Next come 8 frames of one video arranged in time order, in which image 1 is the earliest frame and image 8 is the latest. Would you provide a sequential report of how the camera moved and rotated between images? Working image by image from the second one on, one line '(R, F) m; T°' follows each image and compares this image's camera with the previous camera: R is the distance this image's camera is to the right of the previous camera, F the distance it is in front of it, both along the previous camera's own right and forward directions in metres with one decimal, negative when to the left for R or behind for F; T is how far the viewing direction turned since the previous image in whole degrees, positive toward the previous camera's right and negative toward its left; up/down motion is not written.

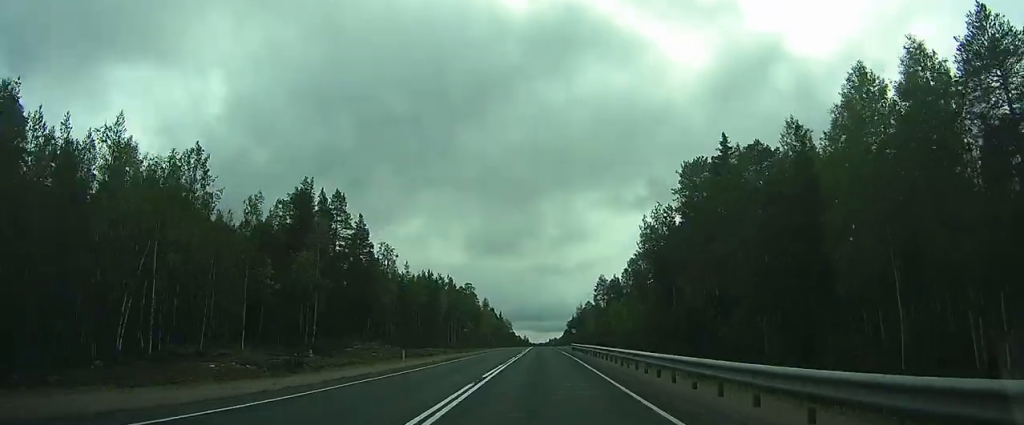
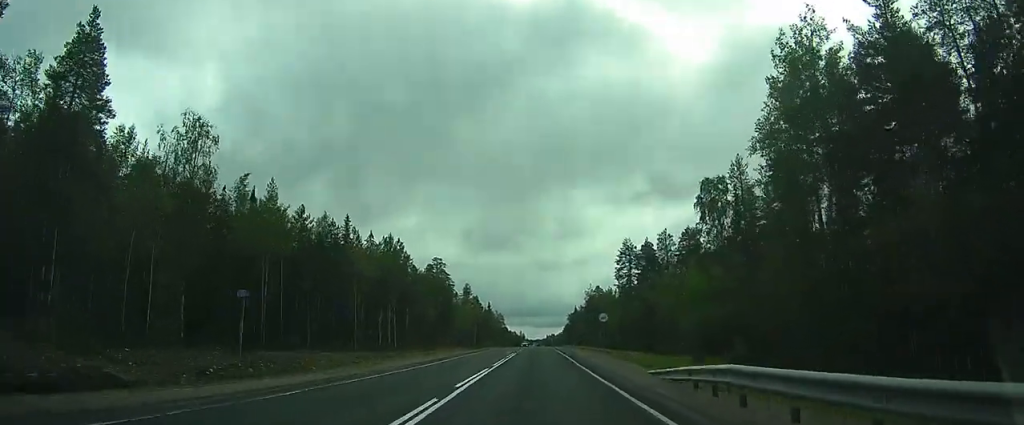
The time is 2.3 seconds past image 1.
(+0.3, +51.4) m; +1°
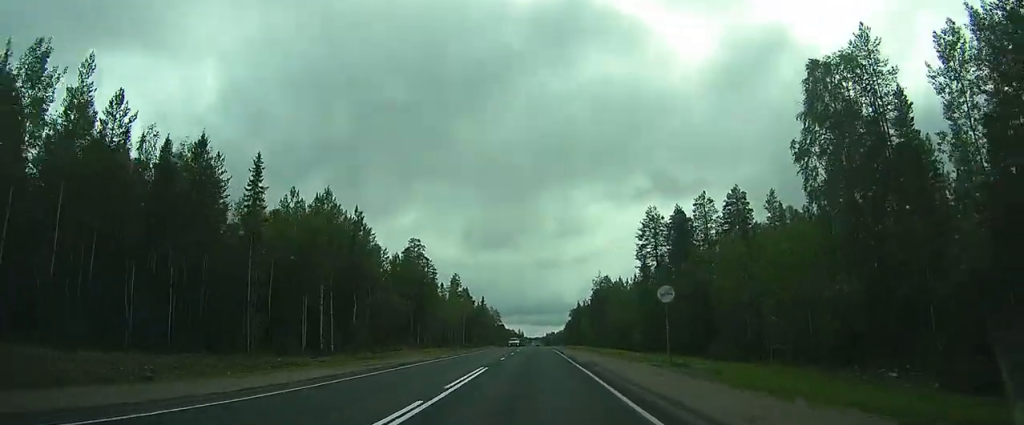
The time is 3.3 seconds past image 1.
(0.0, +24.1) m; 0°
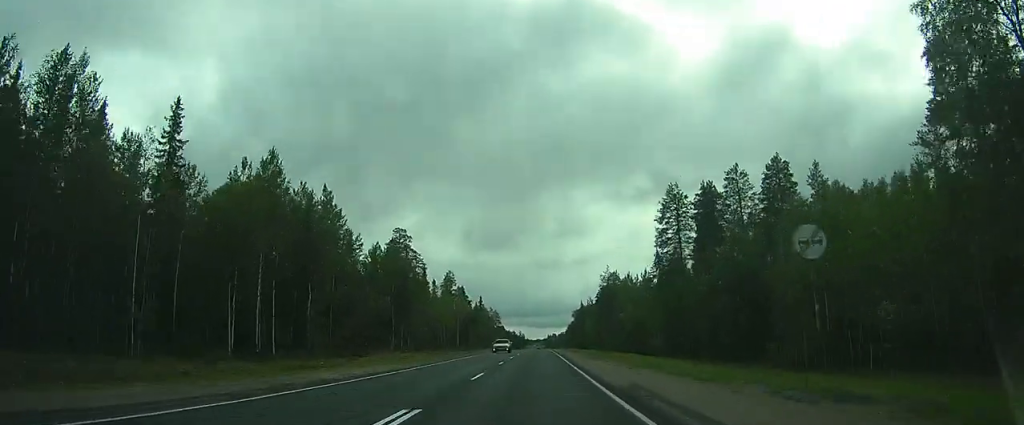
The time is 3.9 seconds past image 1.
(+0.1, +12.8) m; 0°
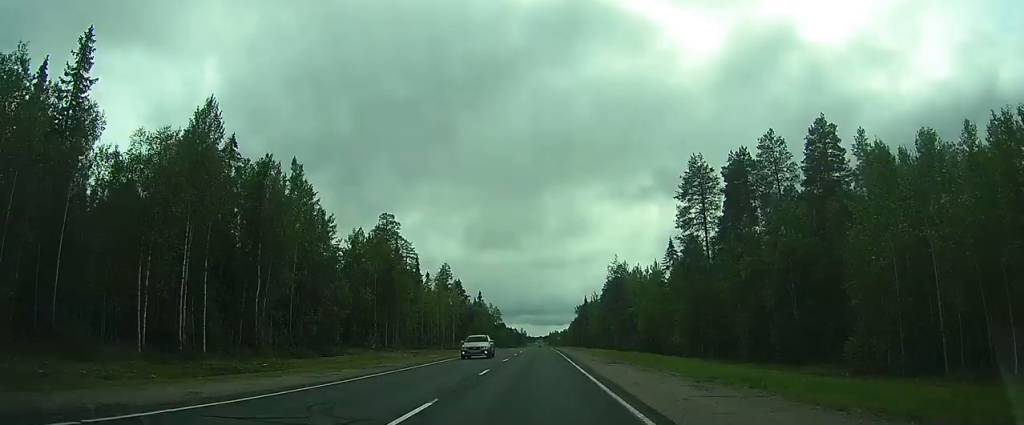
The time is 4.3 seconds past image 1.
(0.0, +9.8) m; 0°
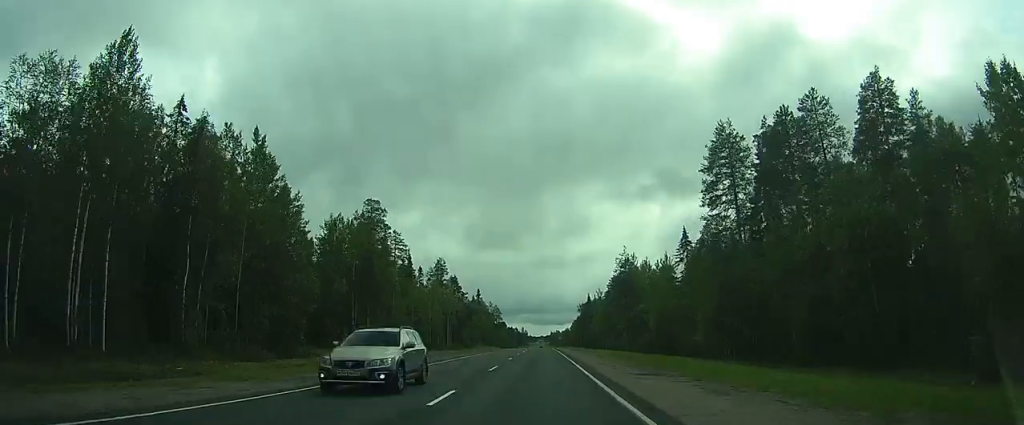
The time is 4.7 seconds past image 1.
(-0.1, +9.0) m; 0°
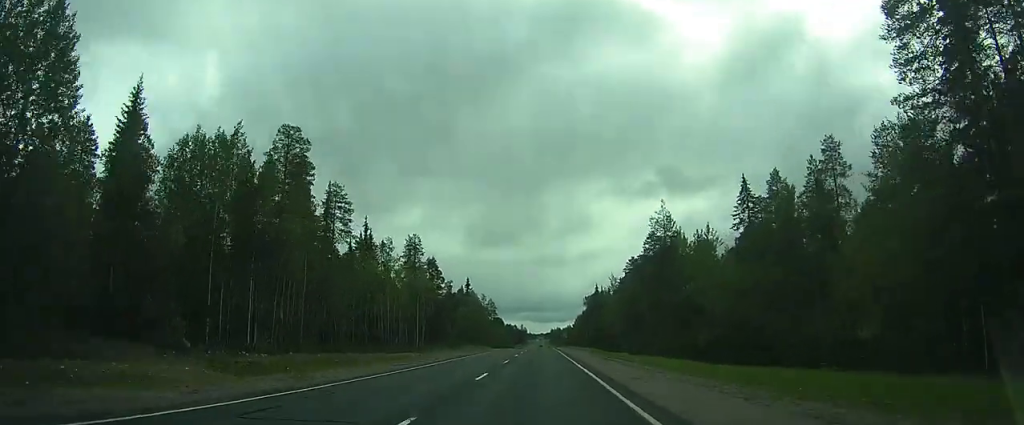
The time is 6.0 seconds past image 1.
(-0.1, +28.6) m; 0°
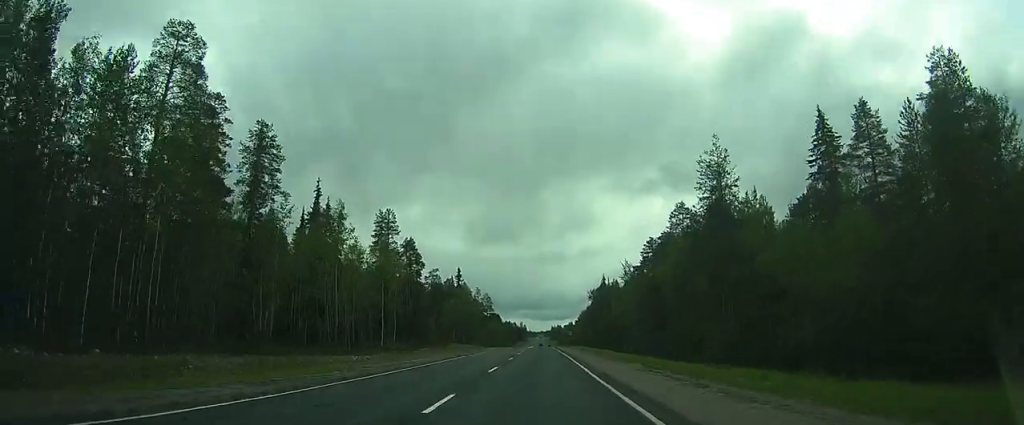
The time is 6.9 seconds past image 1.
(+0.1, +19.6) m; 0°
